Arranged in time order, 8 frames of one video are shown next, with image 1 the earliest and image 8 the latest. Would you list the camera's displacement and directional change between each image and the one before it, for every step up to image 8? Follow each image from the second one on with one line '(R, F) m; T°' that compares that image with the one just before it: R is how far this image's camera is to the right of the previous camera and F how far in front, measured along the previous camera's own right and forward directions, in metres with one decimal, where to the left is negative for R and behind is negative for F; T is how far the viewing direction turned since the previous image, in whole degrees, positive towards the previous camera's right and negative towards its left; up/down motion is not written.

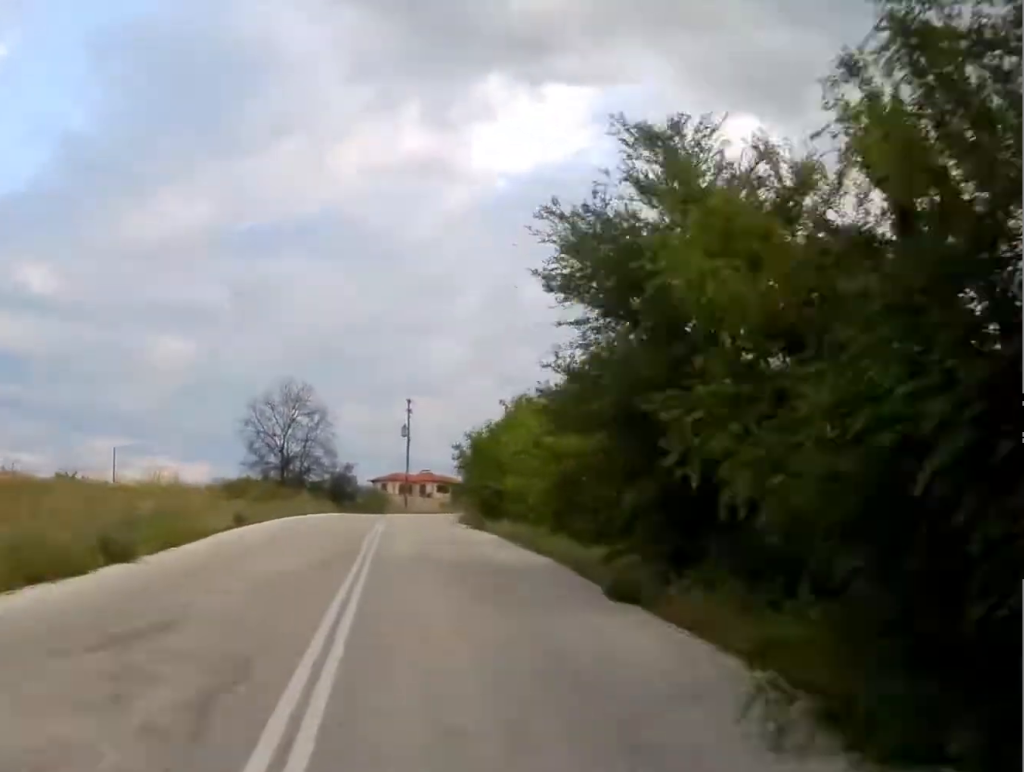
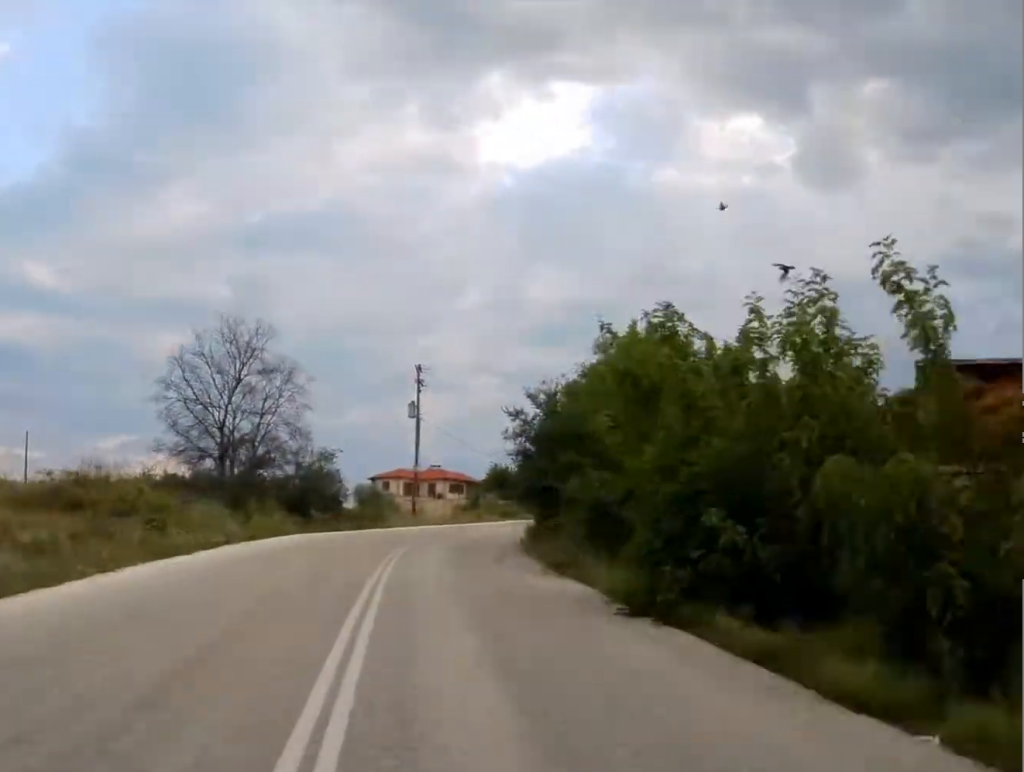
(+0.1, +24.7) m; +2°
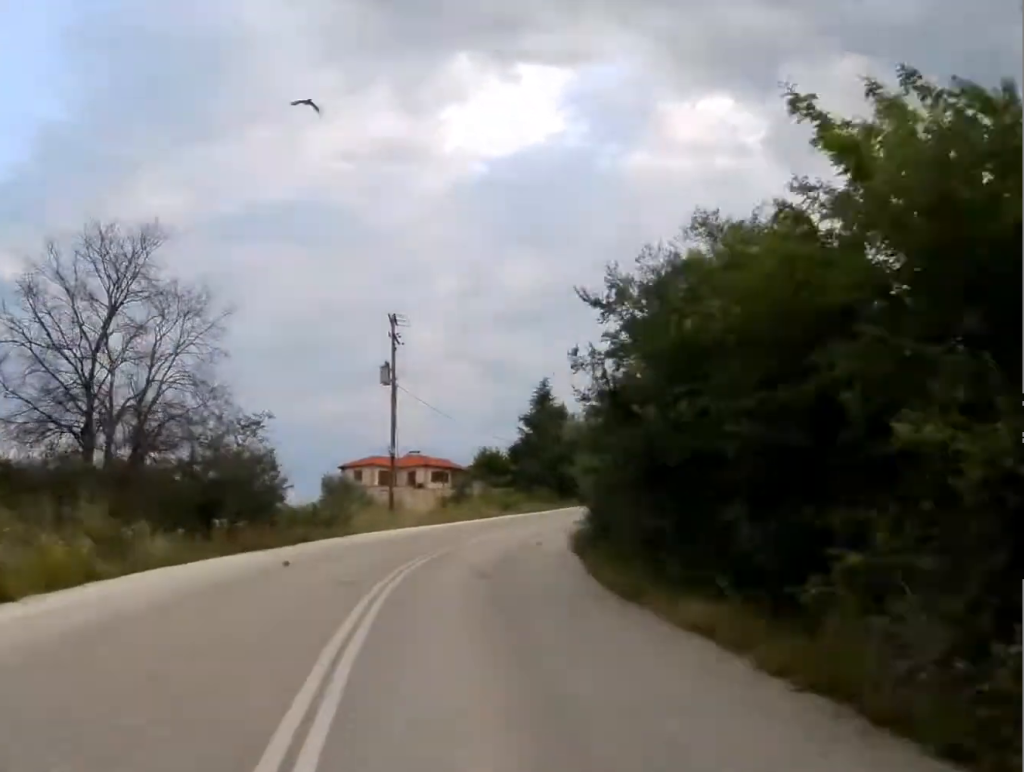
(-0.4, +15.7) m; +2°
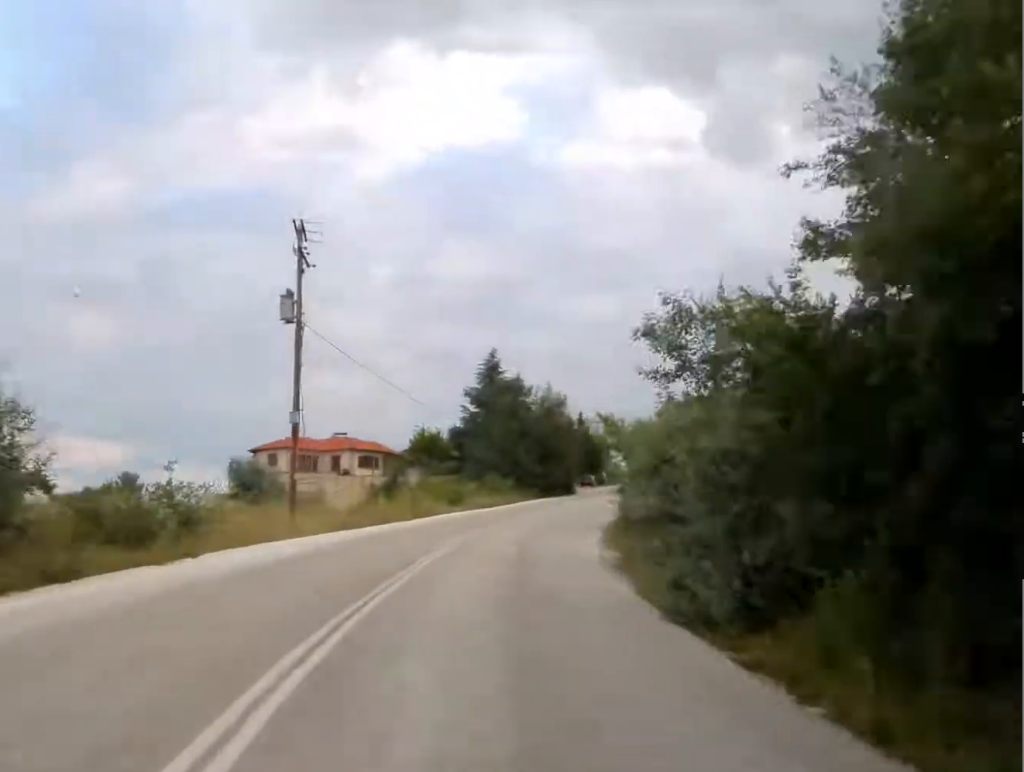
(+0.9, +17.0) m; +5°
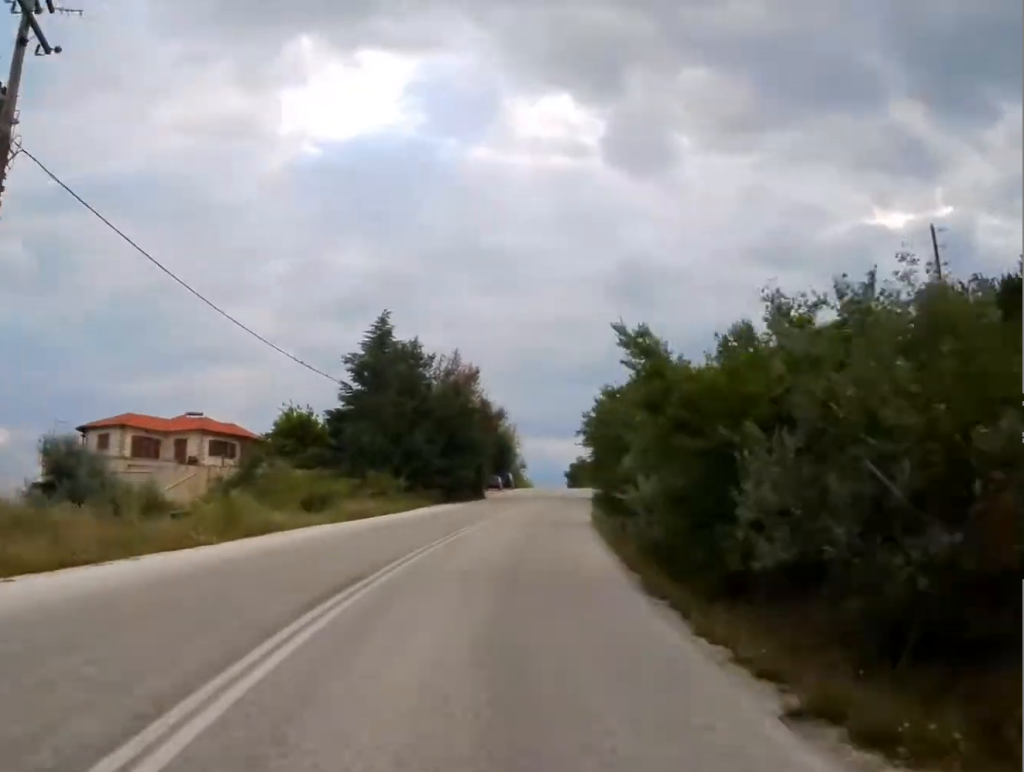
(0.0, +19.2) m; +5°
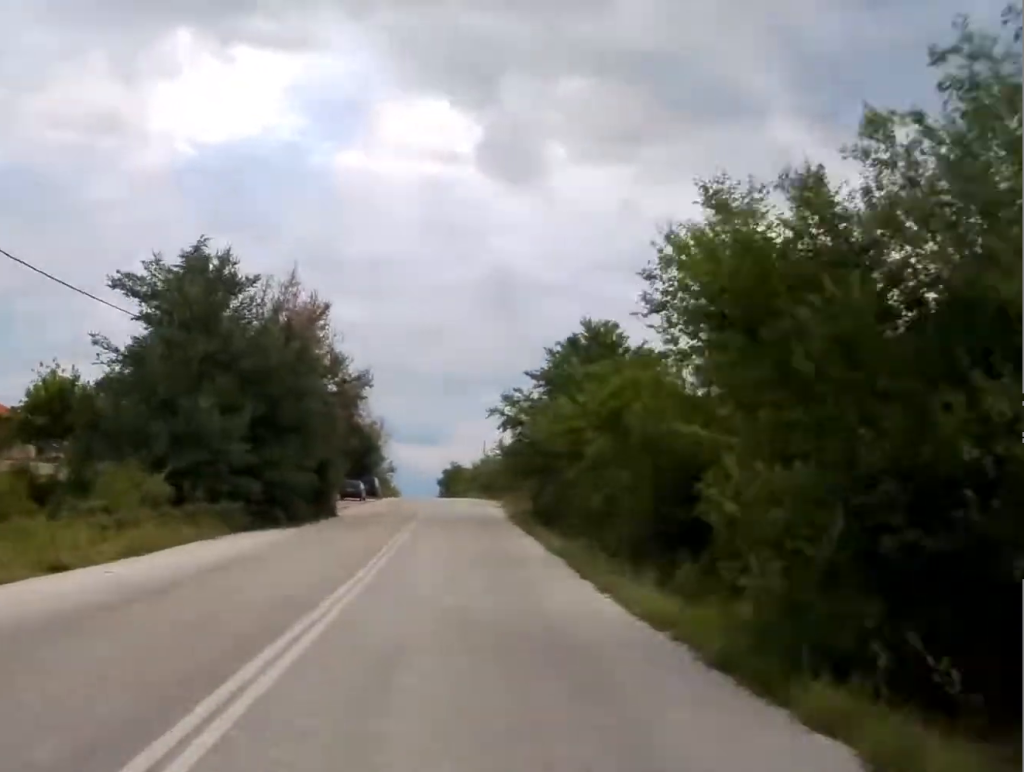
(+2.3, +23.0) m; +7°
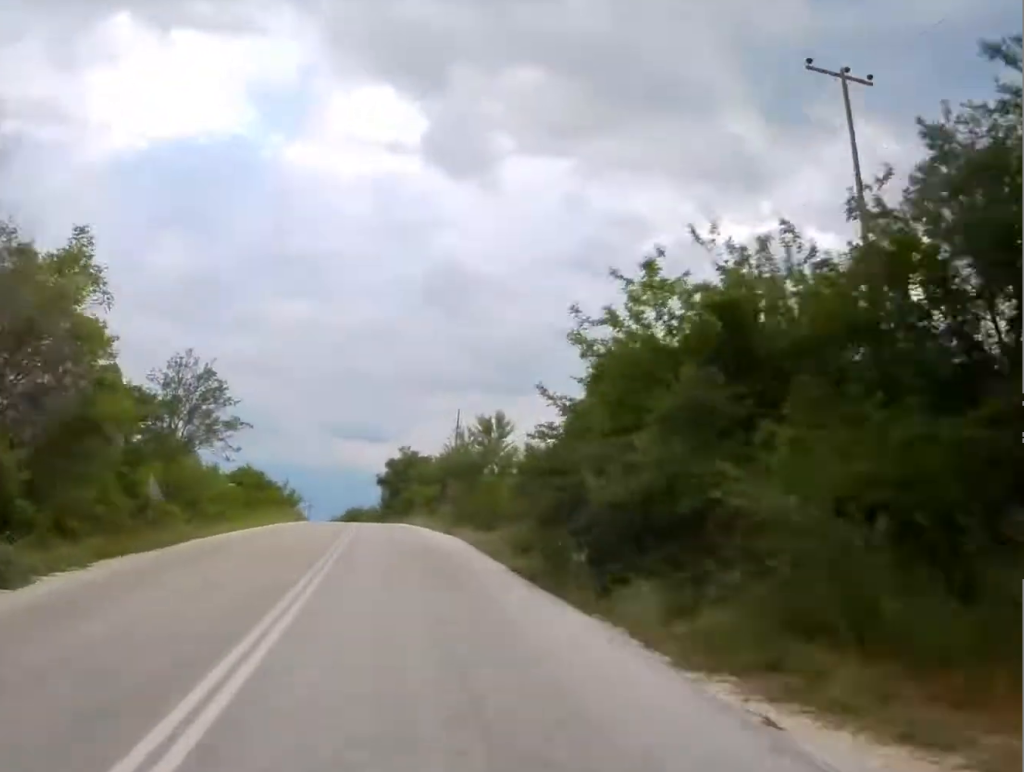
(+5.2, +72.9) m; +3°
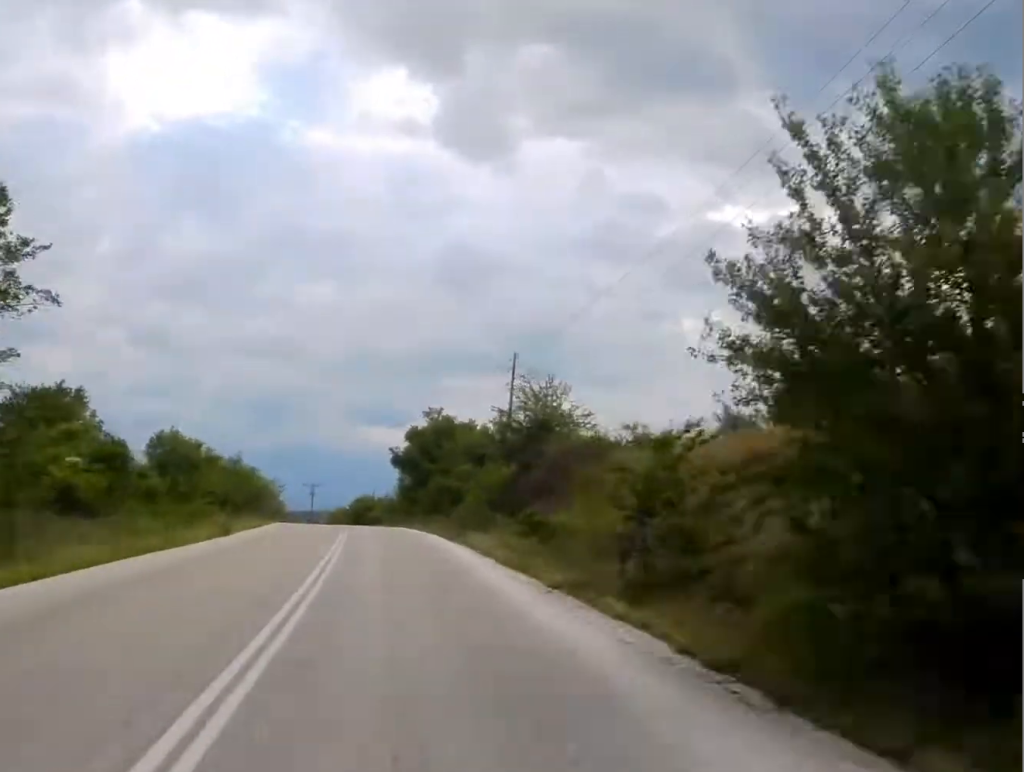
(-0.3, +33.8) m; -1°
